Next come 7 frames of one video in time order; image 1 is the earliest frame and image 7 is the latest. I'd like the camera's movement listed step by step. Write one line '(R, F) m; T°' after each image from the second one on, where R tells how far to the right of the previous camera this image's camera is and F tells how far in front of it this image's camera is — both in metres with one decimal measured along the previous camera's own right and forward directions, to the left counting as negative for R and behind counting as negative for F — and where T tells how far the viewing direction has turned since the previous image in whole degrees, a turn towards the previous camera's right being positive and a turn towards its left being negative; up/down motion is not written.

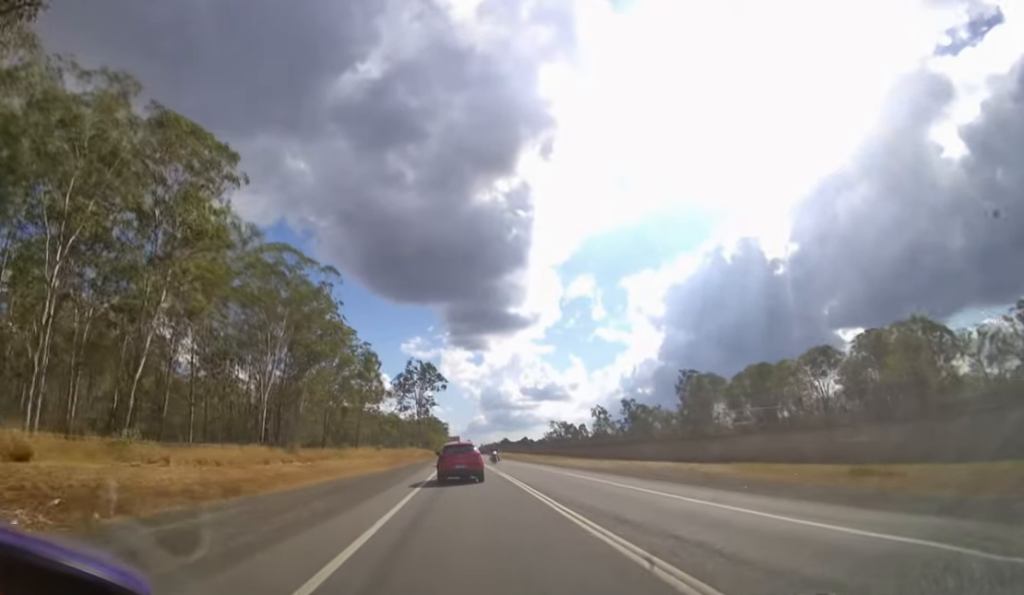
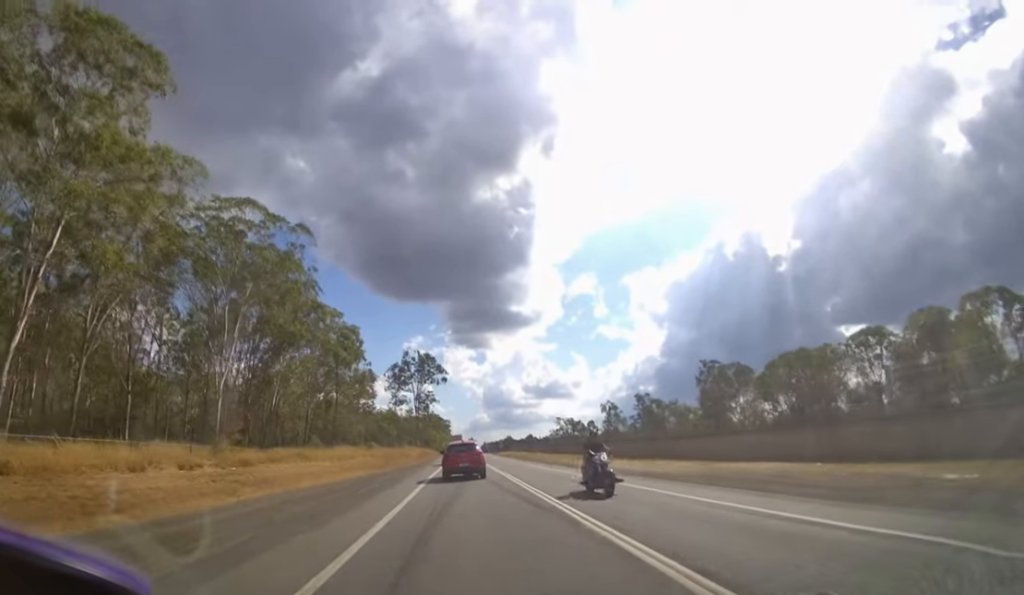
(0.0, +12.9) m; 0°
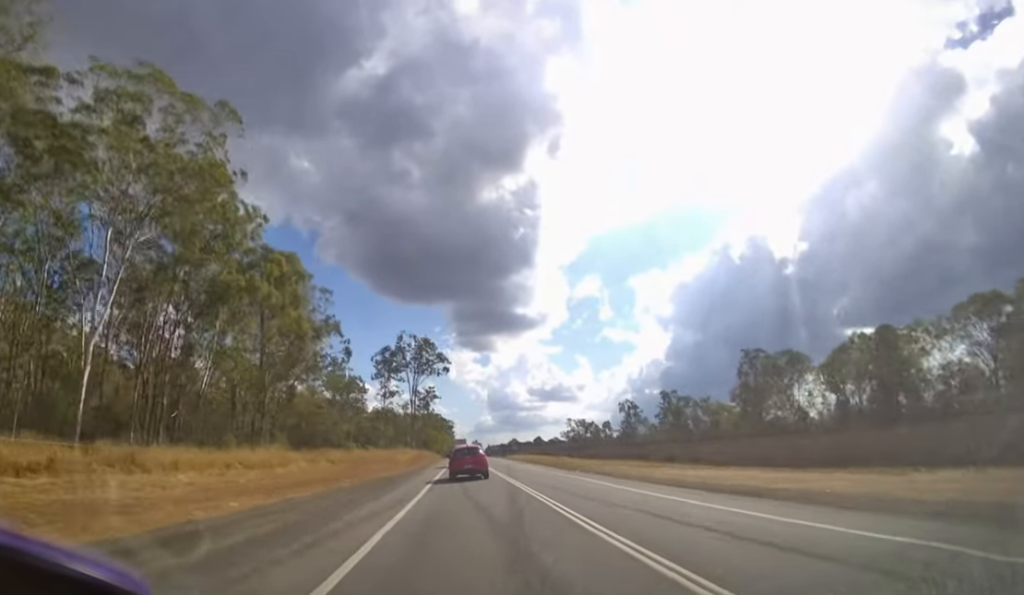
(0.0, +23.2) m; -1°
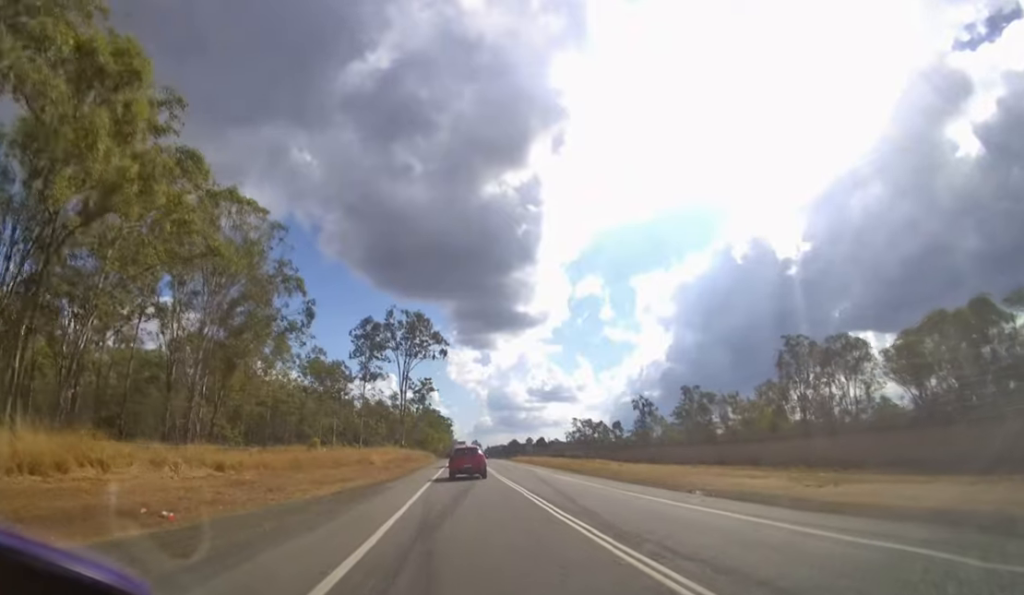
(-0.1, +18.3) m; 0°
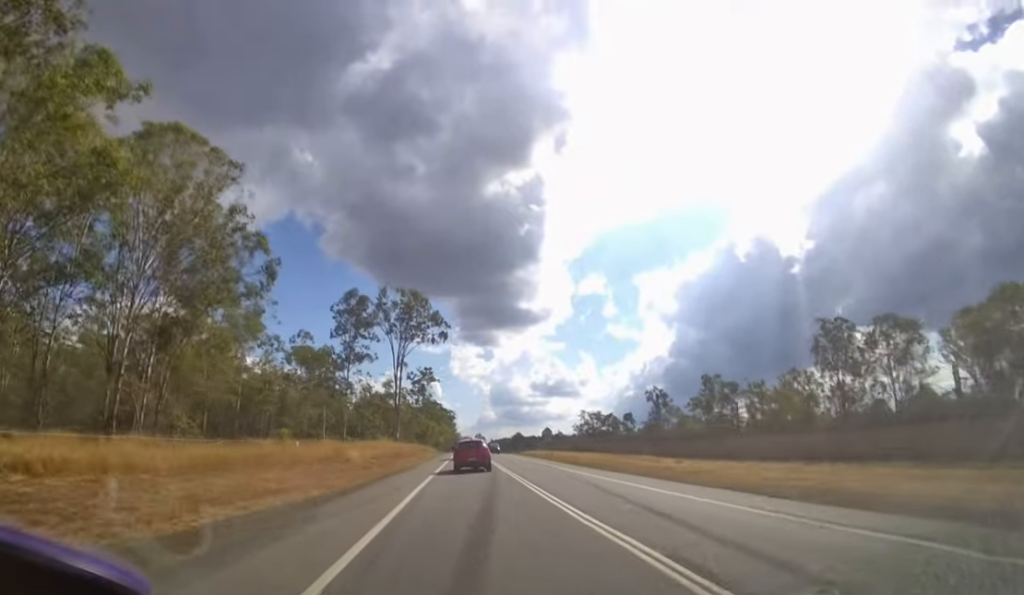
(0.0, +11.7) m; 0°
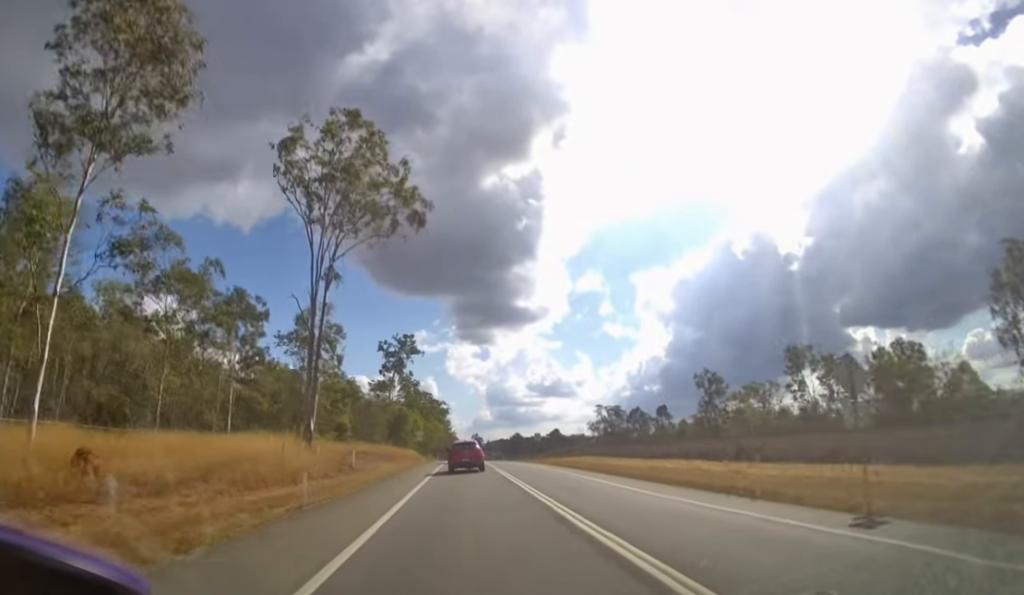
(+0.1, +39.4) m; 0°
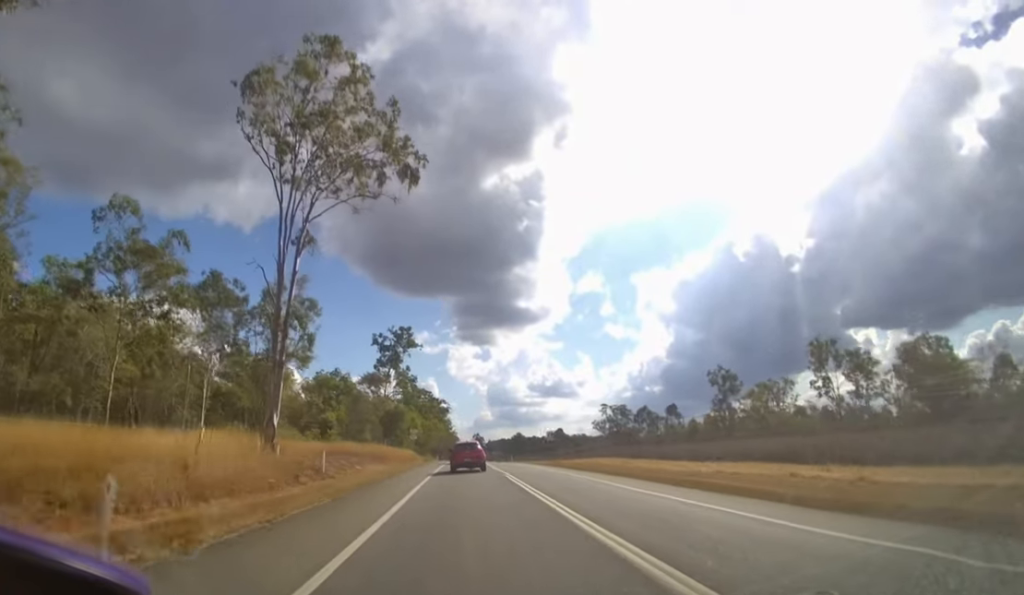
(0.0, +6.7) m; 0°
